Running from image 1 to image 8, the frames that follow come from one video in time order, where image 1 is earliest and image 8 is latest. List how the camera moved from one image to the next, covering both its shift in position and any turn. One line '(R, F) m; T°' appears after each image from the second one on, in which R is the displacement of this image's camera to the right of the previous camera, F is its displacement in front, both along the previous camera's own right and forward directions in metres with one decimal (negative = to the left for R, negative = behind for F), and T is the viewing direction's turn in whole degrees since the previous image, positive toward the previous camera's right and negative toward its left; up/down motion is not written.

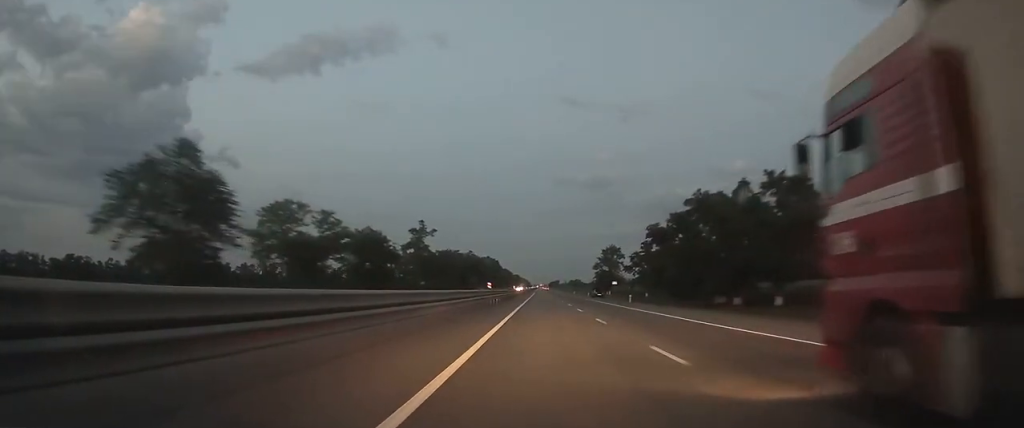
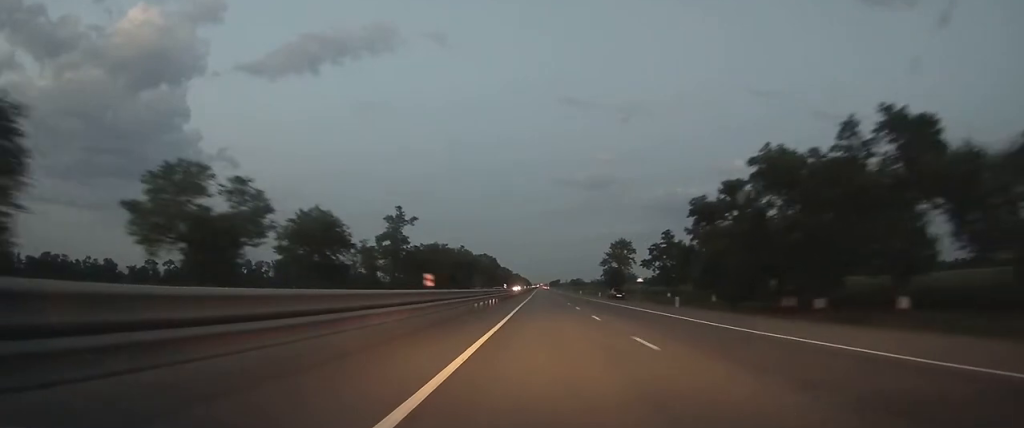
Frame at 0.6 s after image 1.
(0.0, +21.5) m; 0°
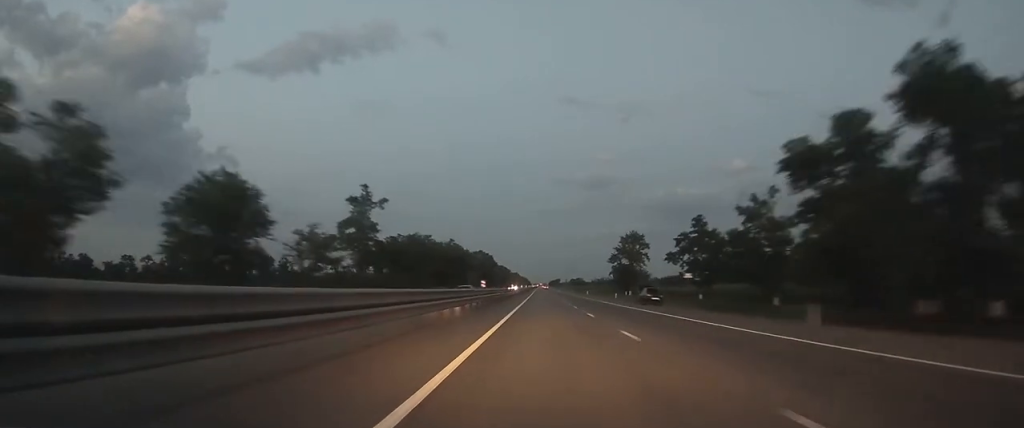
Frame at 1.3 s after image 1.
(0.0, +21.6) m; 0°
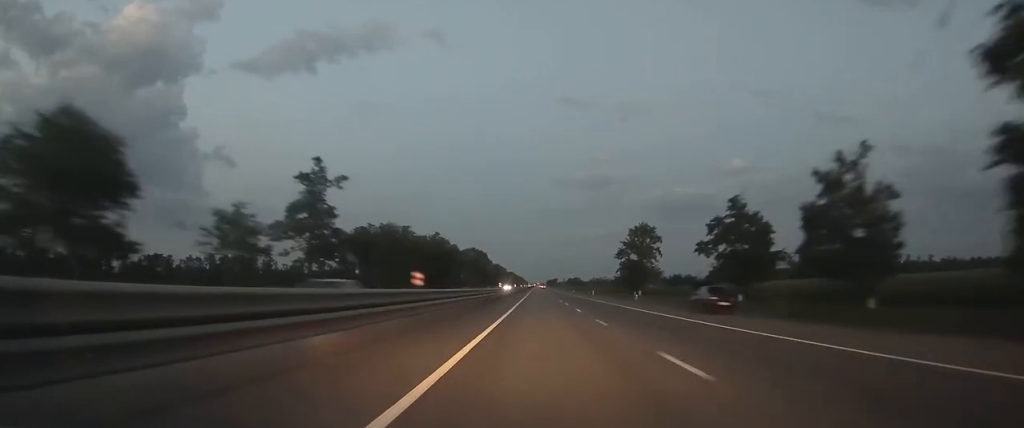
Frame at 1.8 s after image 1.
(0.0, +18.2) m; 0°
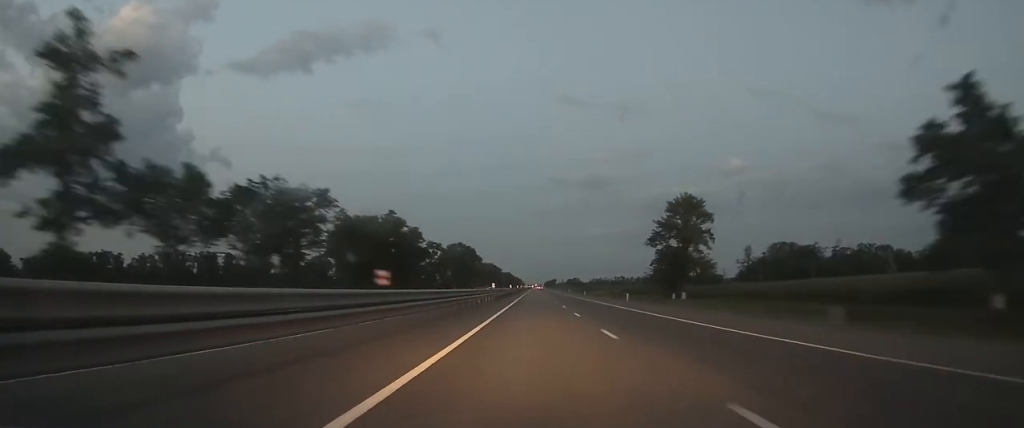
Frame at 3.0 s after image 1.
(+0.2, +41.2) m; 0°
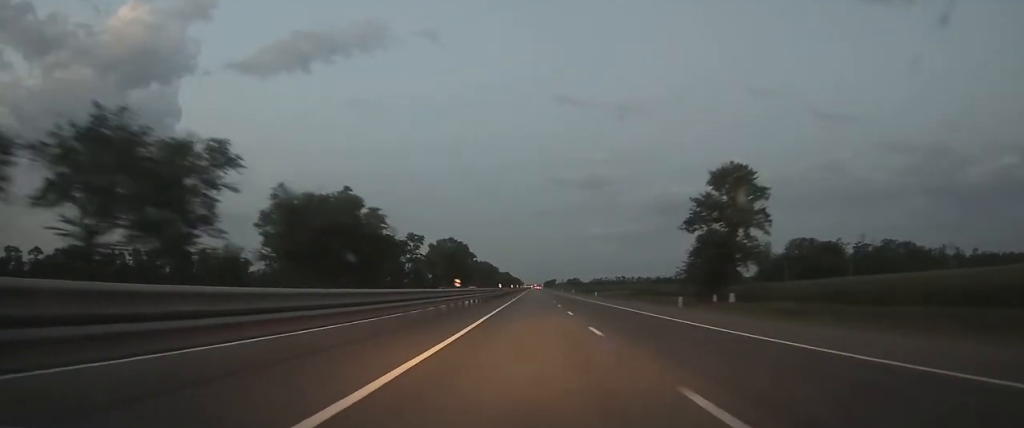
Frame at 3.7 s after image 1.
(0.0, +23.0) m; 0°
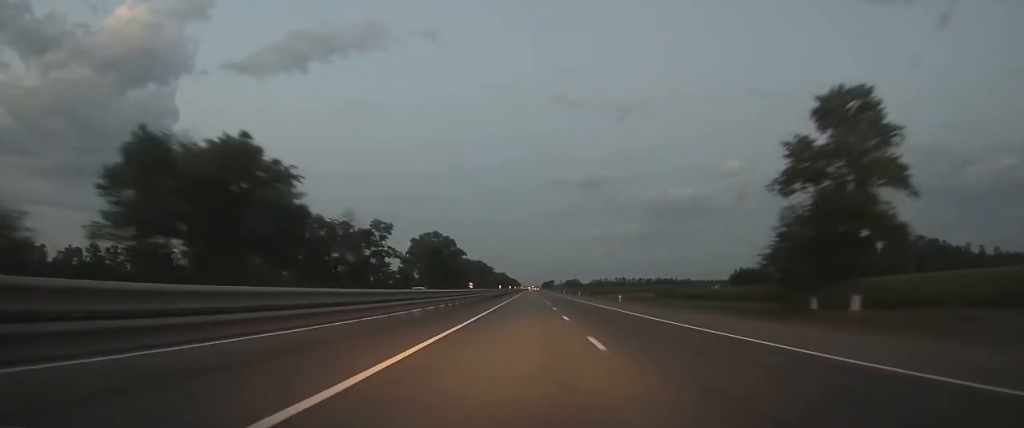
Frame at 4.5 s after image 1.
(0.0, +27.7) m; 0°
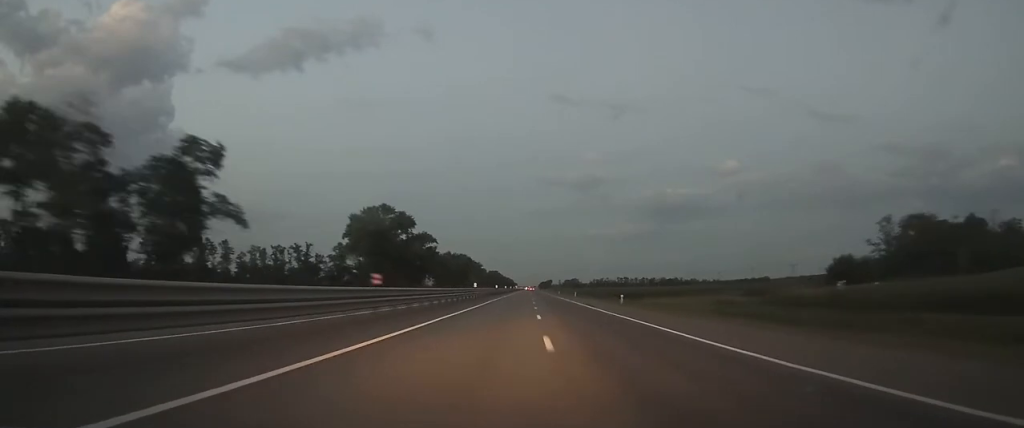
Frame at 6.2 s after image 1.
(+0.1, +60.0) m; 0°
